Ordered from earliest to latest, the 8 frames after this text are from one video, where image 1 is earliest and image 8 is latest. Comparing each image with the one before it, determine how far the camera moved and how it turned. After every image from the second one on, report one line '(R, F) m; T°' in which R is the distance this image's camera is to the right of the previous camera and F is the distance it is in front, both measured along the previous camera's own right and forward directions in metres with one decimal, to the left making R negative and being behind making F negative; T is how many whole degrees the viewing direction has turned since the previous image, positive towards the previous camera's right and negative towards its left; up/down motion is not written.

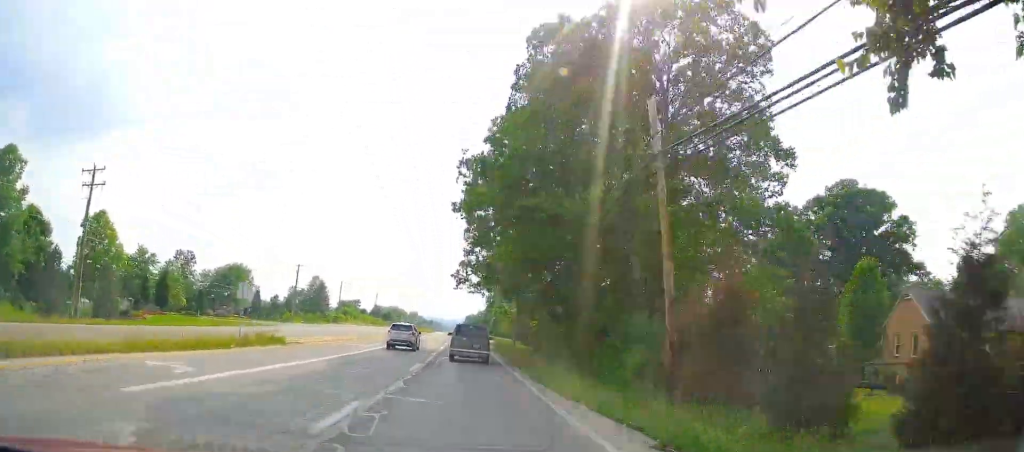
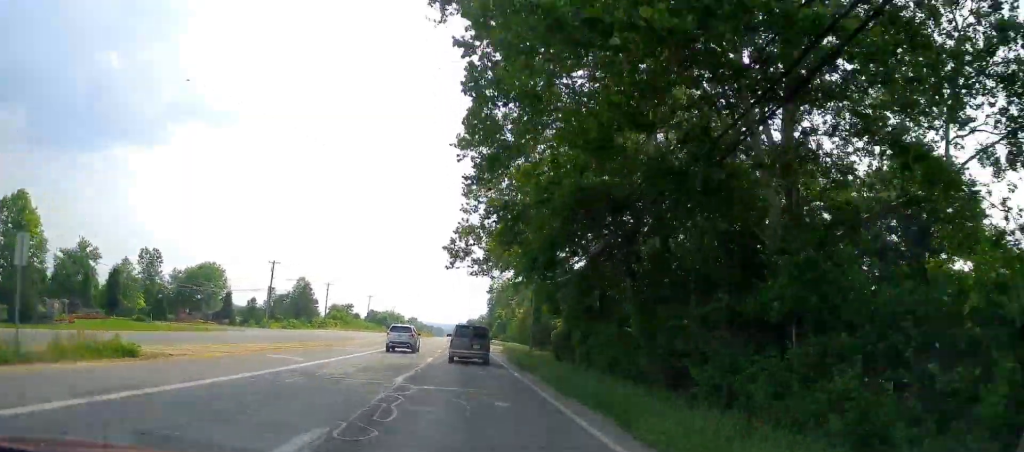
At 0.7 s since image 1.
(-0.2, +16.1) m; -1°
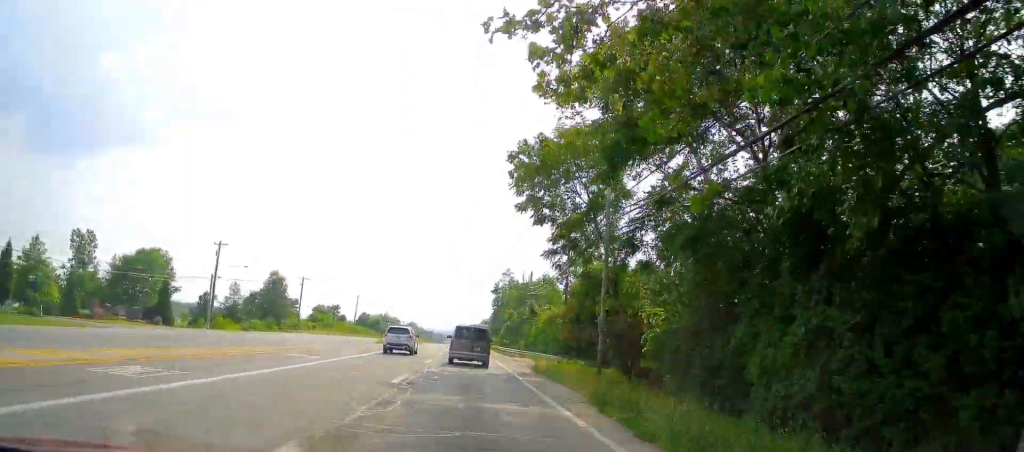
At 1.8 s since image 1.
(-0.2, +25.0) m; 0°
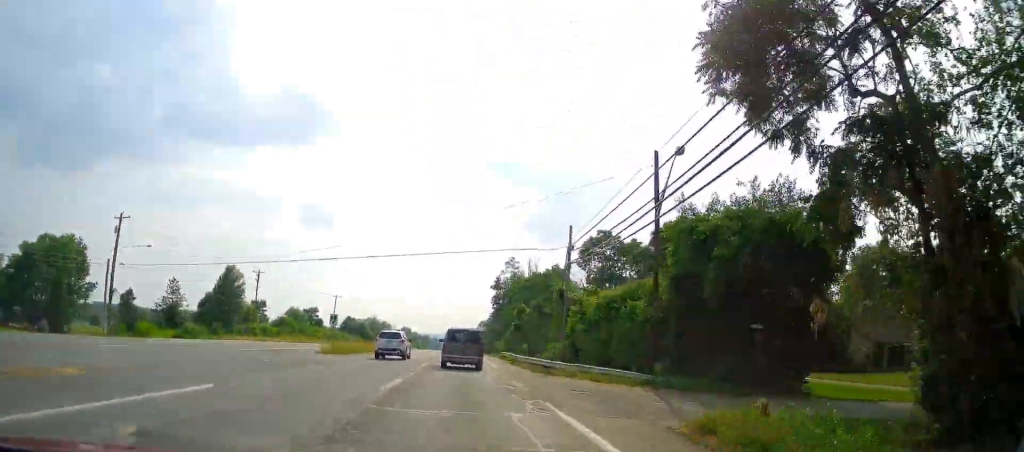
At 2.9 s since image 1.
(0.0, +24.8) m; 0°
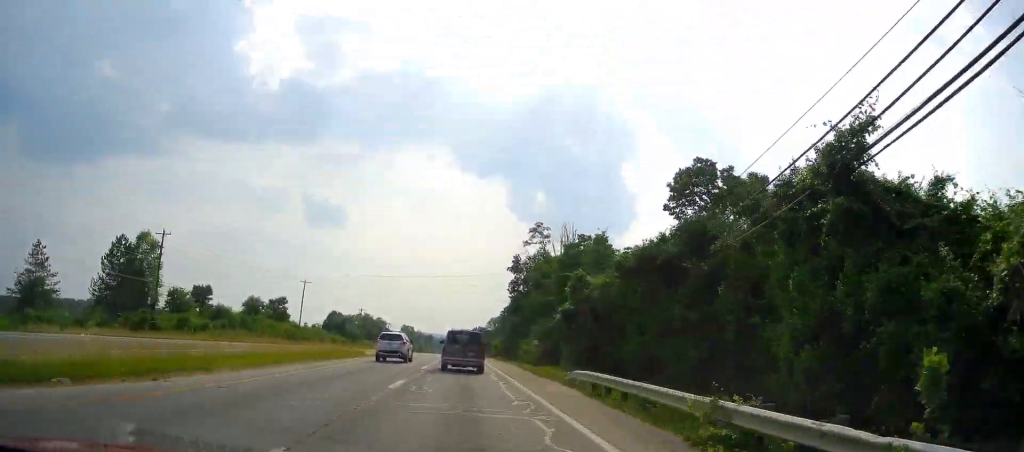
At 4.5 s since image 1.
(+0.1, +36.1) m; 0°
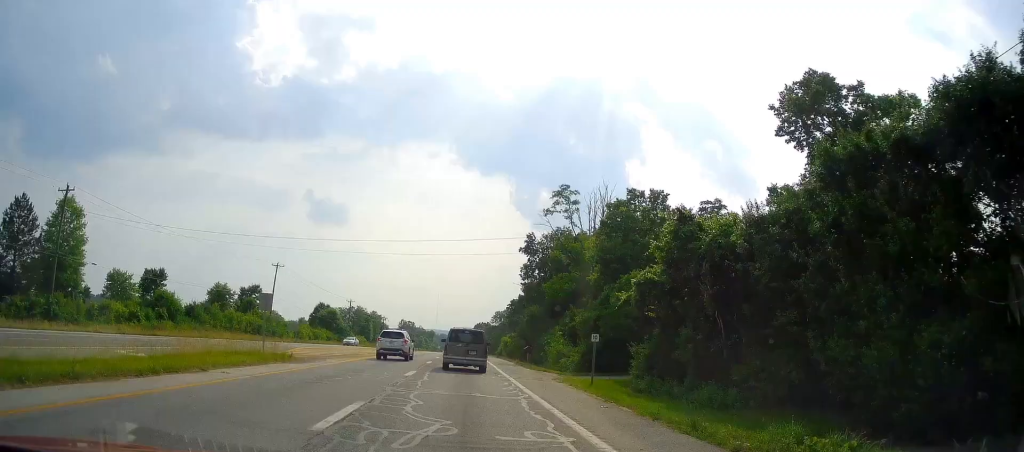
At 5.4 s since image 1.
(0.0, +19.5) m; -1°
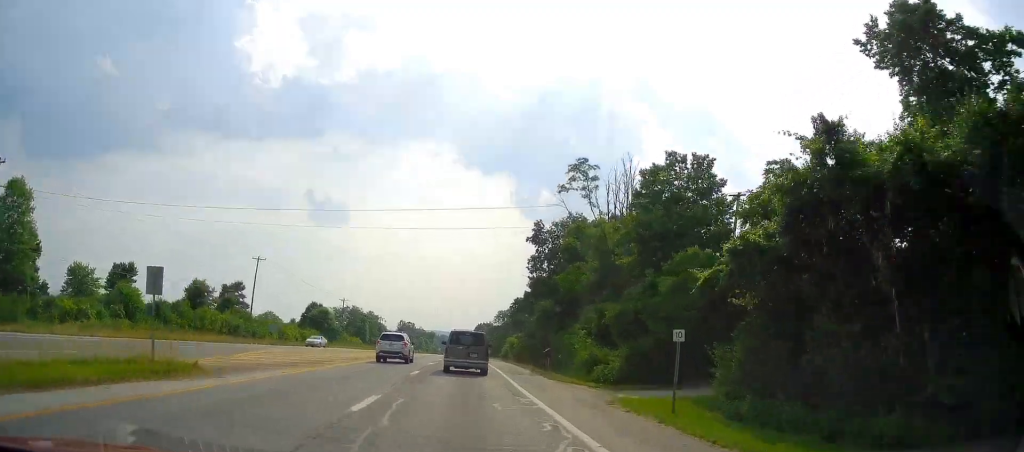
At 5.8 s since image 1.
(0.0, +9.7) m; -1°
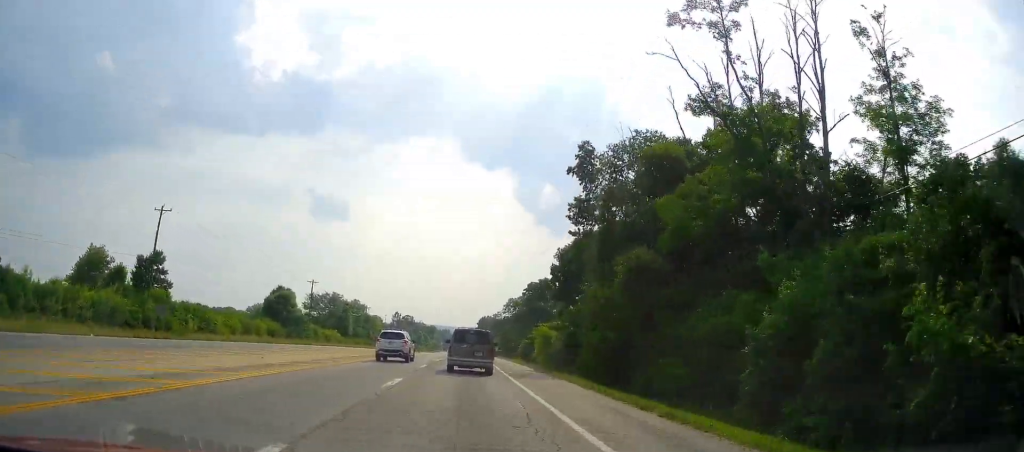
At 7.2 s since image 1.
(-0.4, +31.6) m; 0°
